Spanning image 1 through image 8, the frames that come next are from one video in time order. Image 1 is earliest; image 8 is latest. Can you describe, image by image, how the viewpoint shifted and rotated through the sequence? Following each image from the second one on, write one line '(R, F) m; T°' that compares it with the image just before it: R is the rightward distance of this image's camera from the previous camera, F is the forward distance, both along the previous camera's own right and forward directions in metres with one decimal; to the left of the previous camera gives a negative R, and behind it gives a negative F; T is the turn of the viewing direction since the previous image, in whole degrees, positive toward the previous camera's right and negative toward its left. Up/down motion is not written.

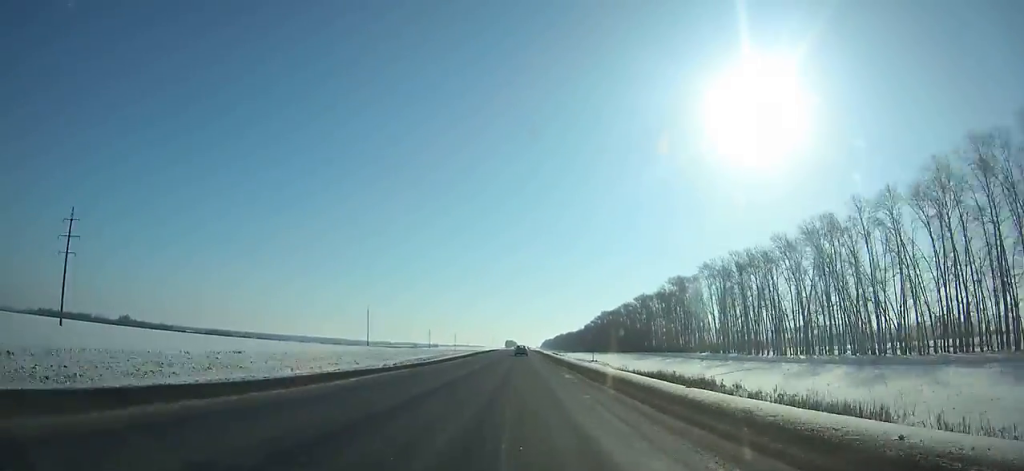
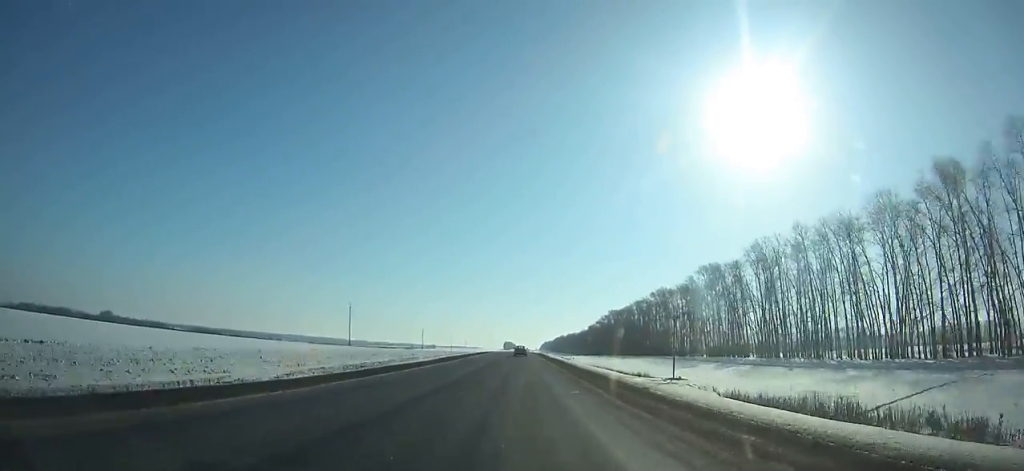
(0.0, +33.2) m; 0°
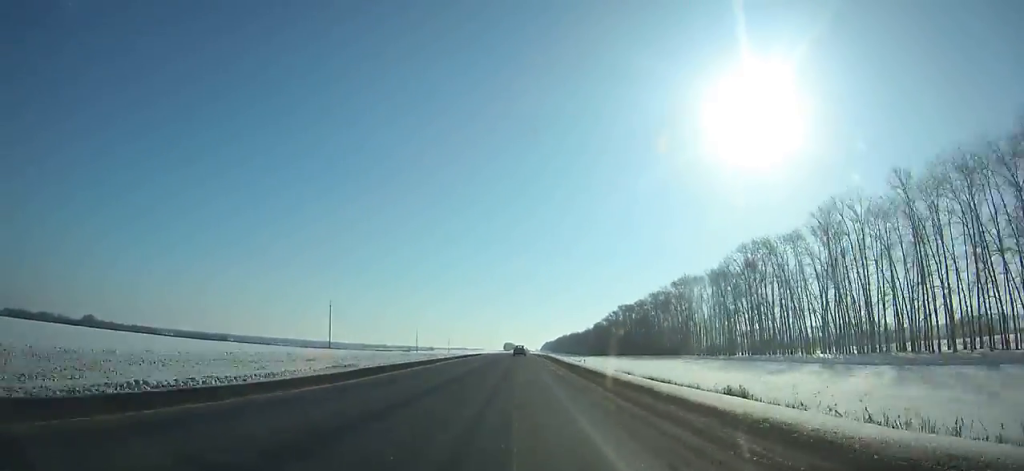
(0.0, +30.7) m; 0°
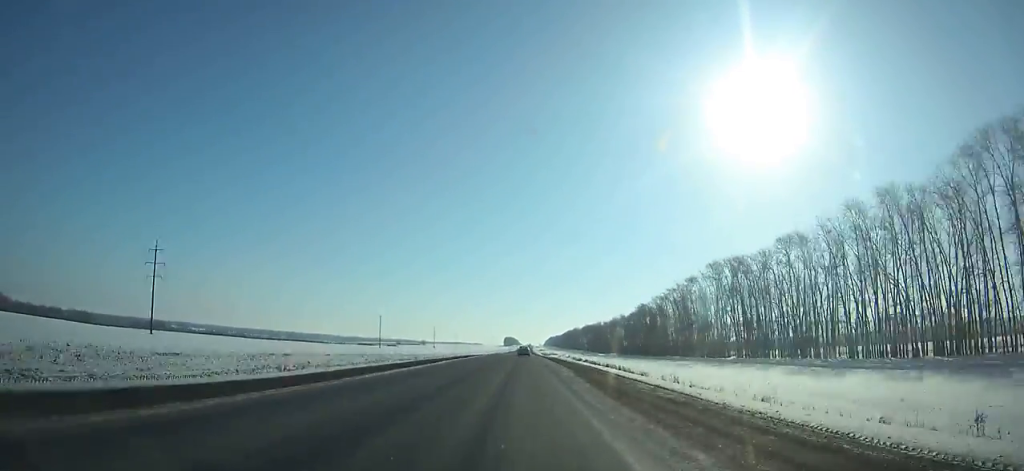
(+0.3, +136.5) m; 0°
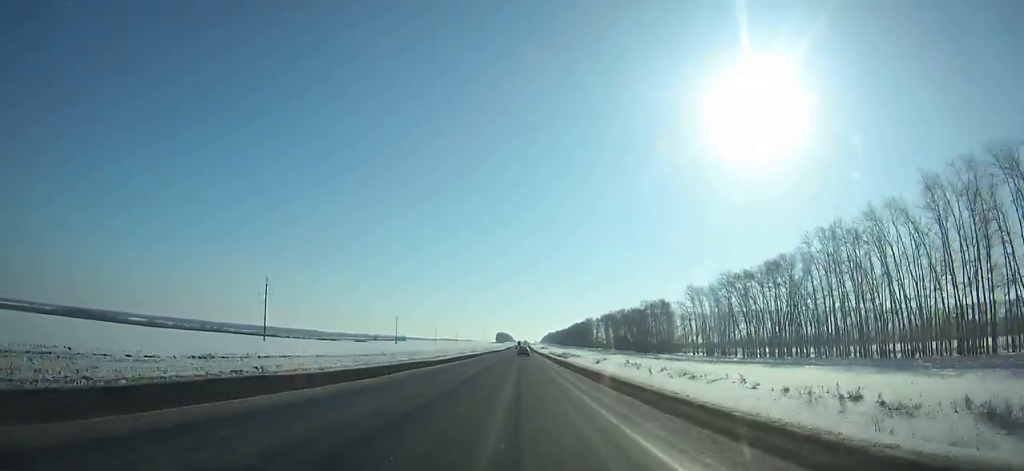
(+0.3, +161.5) m; 0°
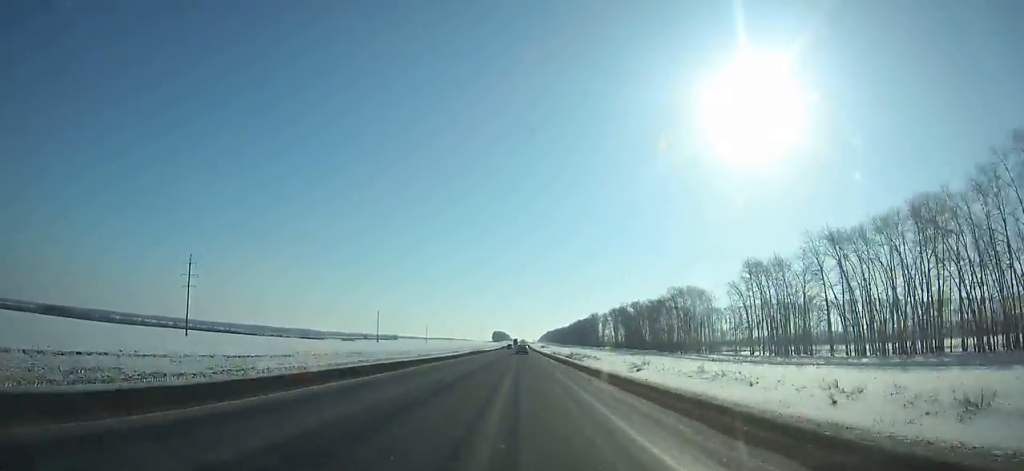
(+0.1, +49.6) m; 0°
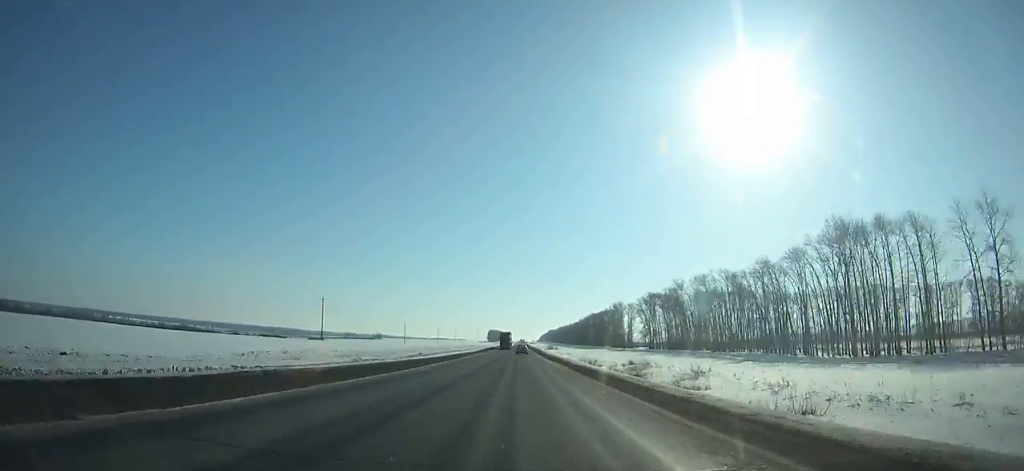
(+0.1, +106.6) m; 0°
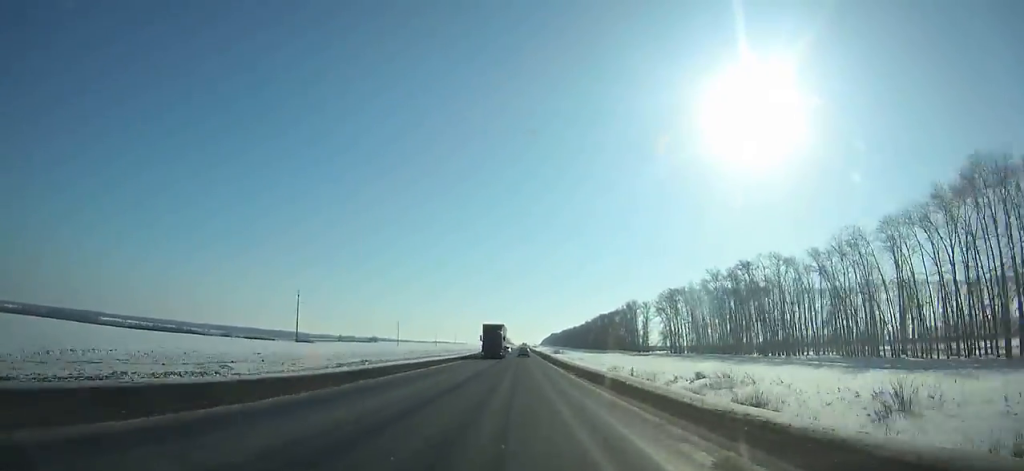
(0.0, +33.5) m; 0°
